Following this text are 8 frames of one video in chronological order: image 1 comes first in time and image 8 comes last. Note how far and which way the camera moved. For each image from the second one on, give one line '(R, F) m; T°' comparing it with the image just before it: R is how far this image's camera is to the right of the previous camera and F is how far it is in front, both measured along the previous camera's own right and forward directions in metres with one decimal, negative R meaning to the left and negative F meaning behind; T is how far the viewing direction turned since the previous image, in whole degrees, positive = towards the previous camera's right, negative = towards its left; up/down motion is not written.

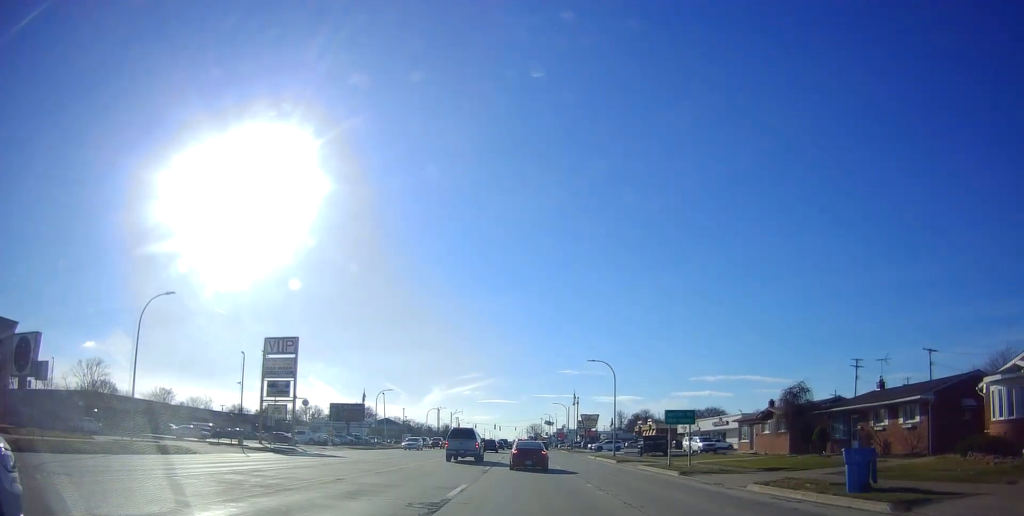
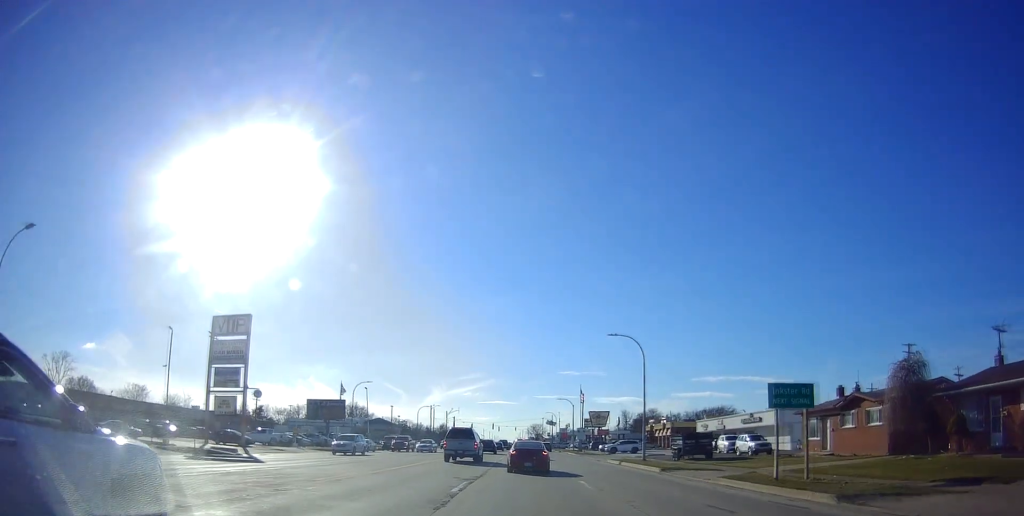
(+0.1, +12.0) m; +1°
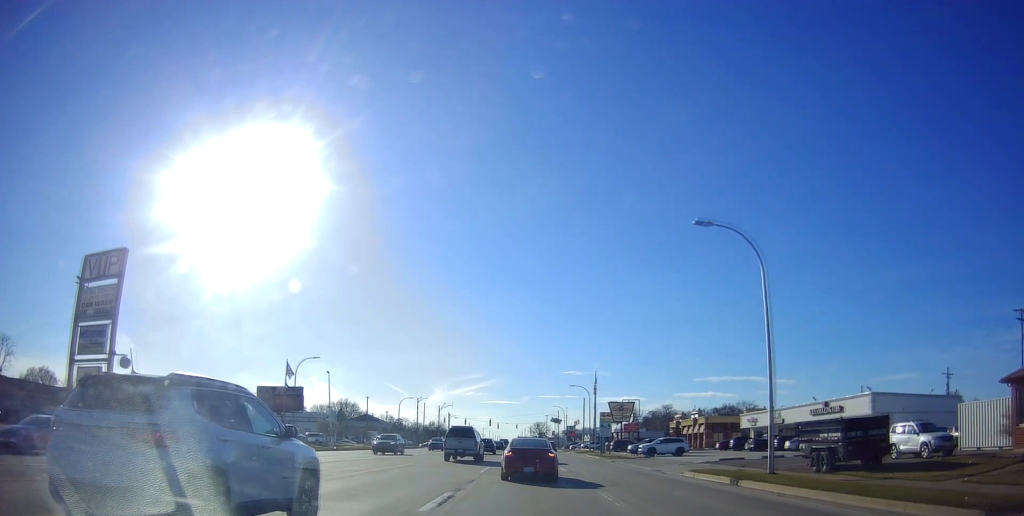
(+0.4, +24.0) m; 0°
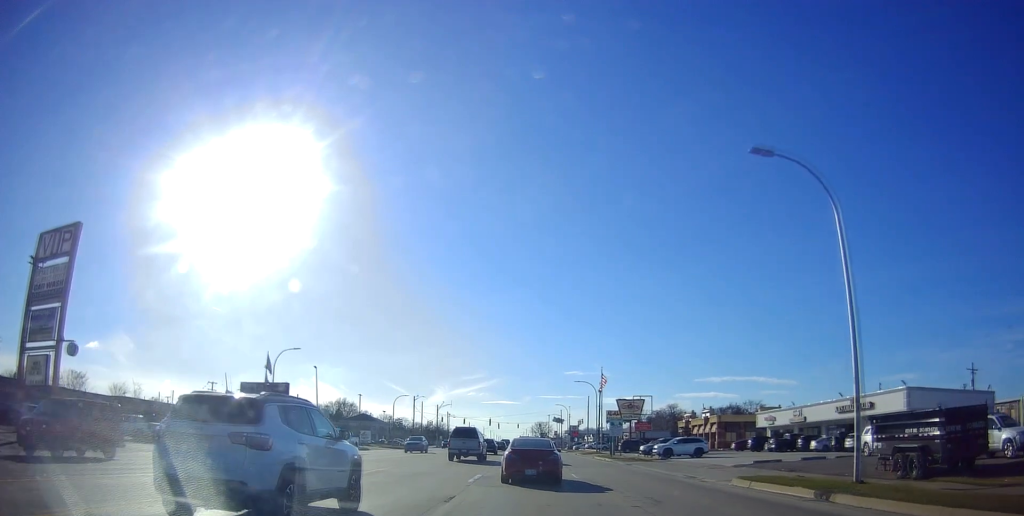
(0.0, +8.7) m; -1°
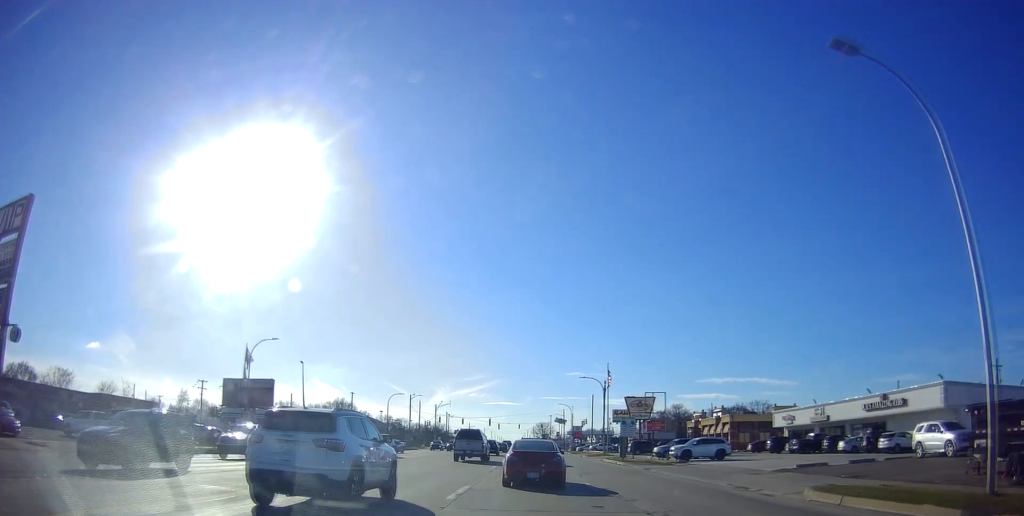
(-0.2, +8.6) m; 0°
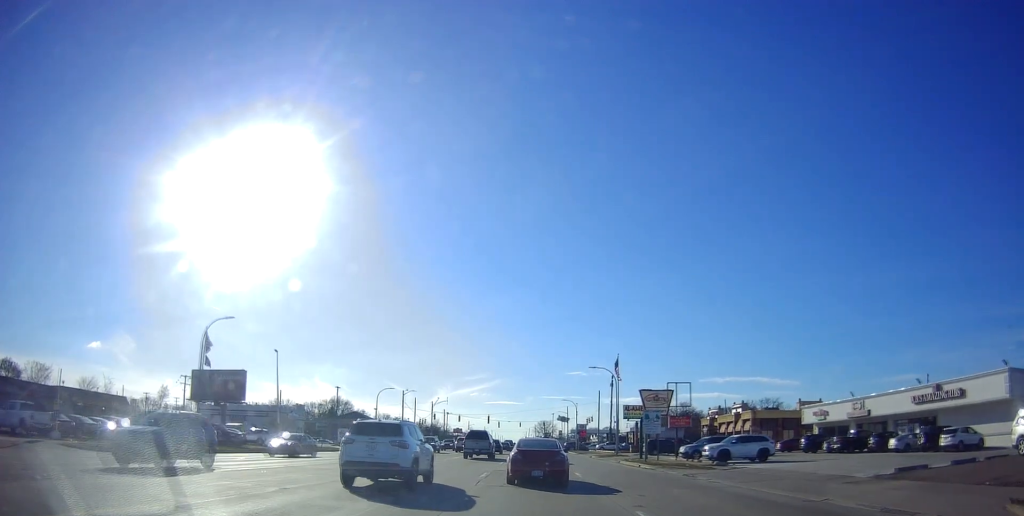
(0.0, +12.0) m; 0°
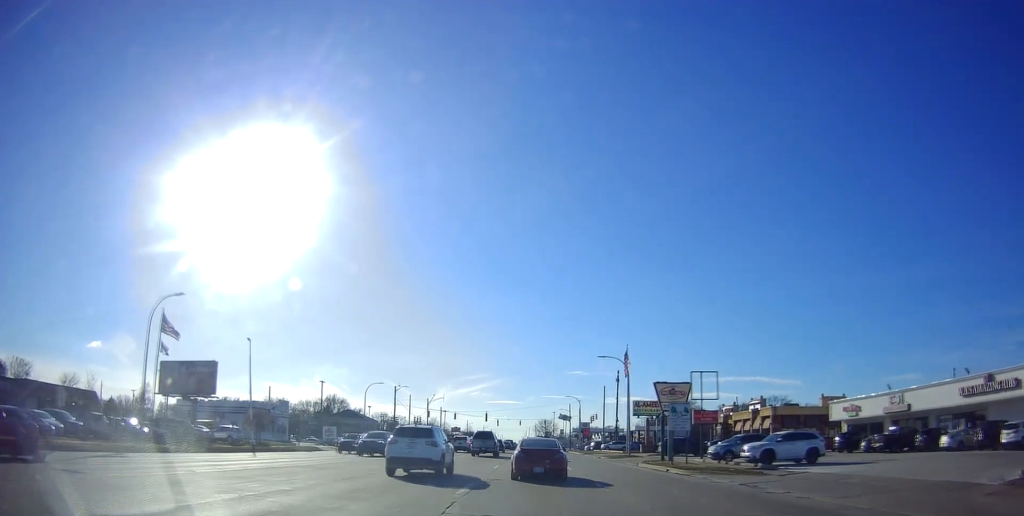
(-0.1, +7.9) m; -2°
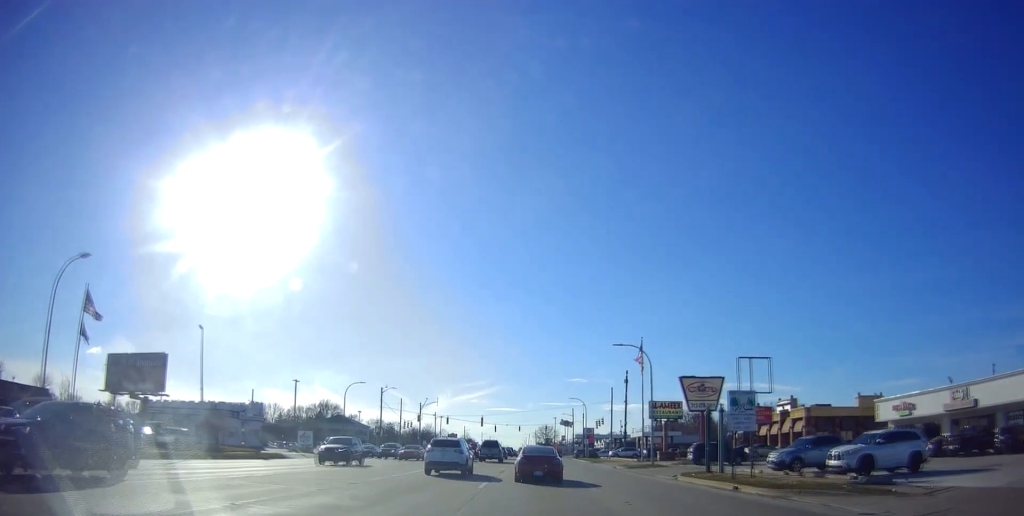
(-0.1, +8.1) m; +1°
